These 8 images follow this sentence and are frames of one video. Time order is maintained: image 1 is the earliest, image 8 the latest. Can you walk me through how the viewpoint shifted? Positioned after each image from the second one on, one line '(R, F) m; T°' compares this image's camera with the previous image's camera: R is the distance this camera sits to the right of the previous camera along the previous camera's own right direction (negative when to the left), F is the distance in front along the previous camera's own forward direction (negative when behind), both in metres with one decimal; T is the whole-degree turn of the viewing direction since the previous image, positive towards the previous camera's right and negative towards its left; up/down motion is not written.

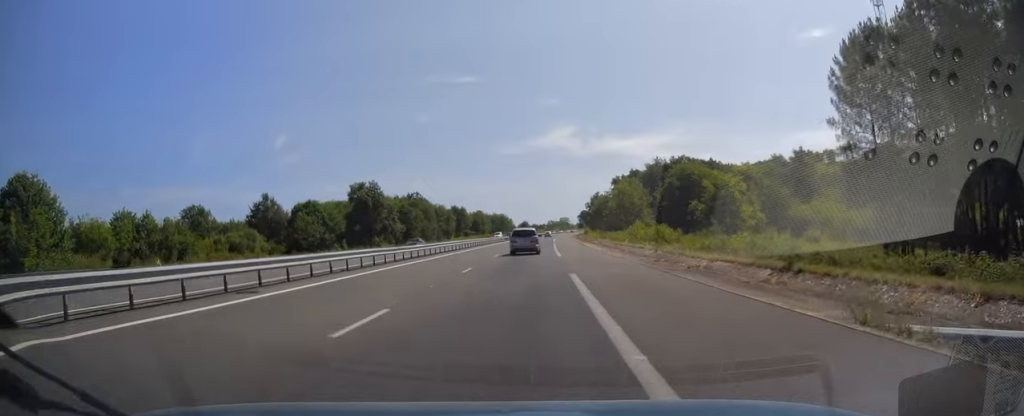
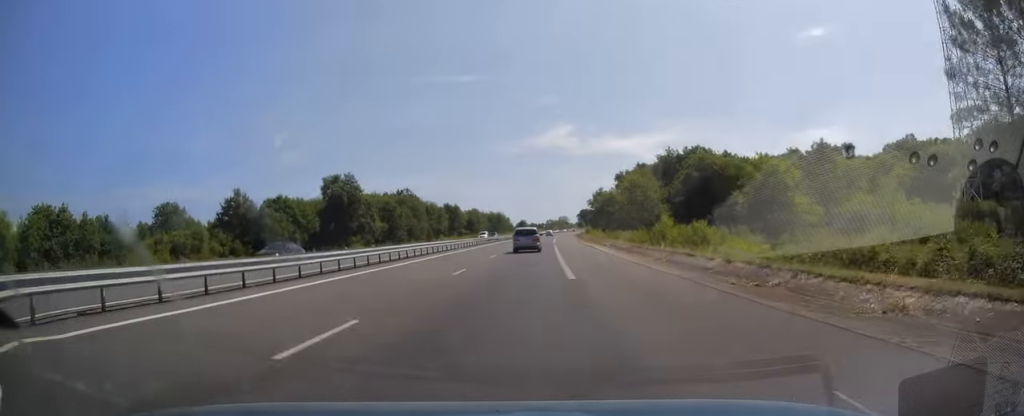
(0.0, +14.7) m; 0°
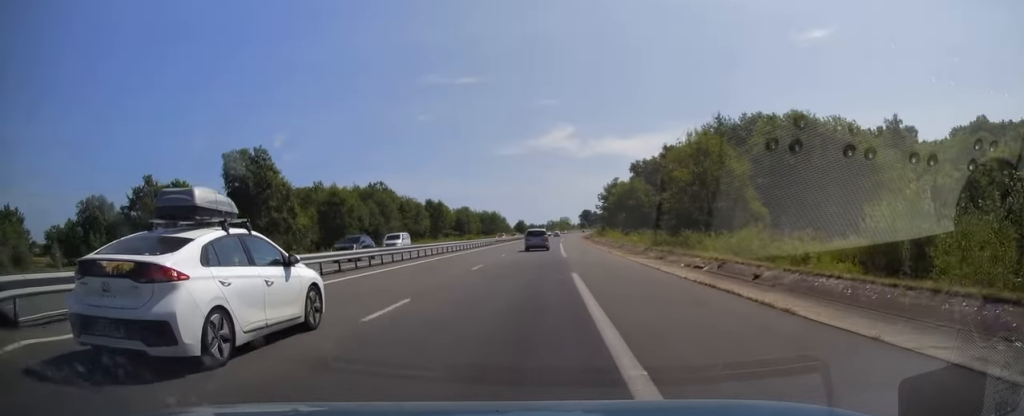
(-0.1, +36.4) m; 0°
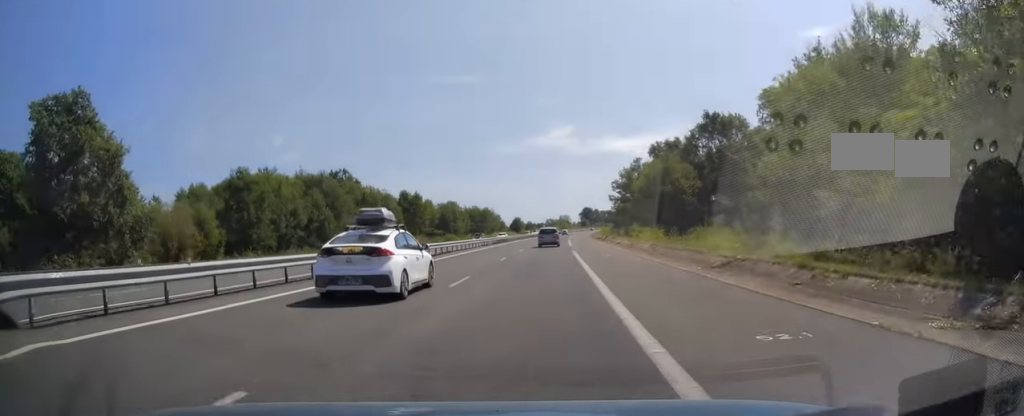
(0.0, +34.0) m; 0°
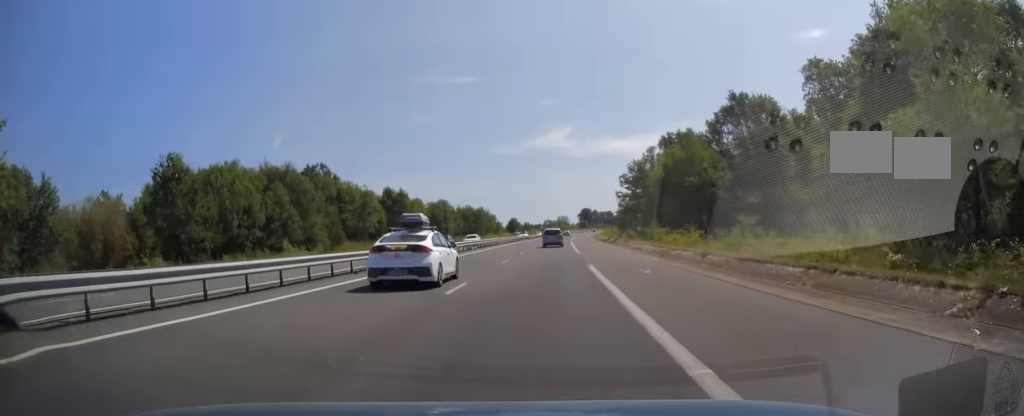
(0.0, +14.8) m; 0°
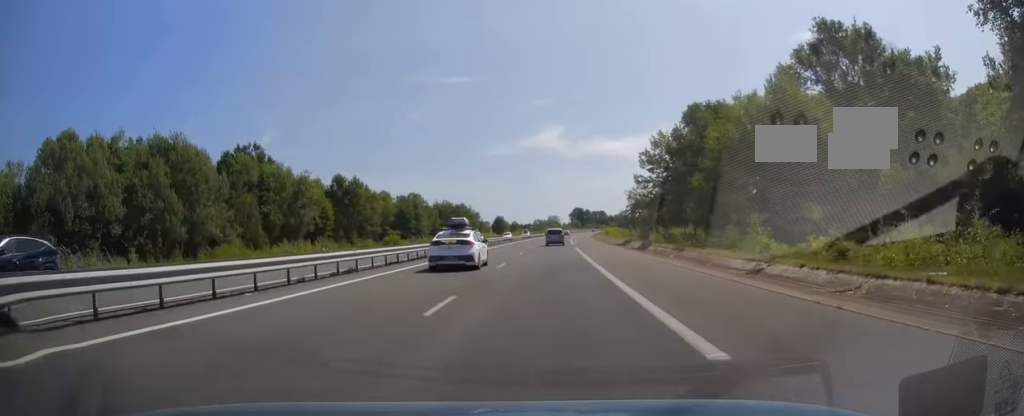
(0.0, +30.0) m; +1°
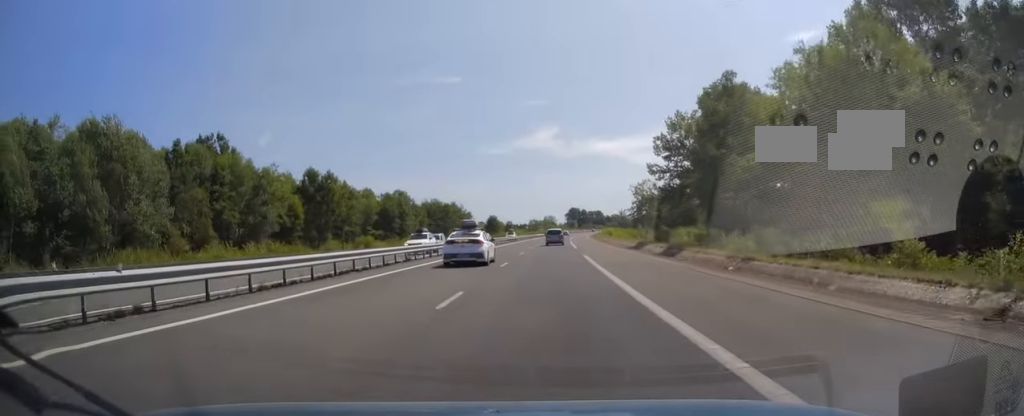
(+0.1, +12.3) m; +1°
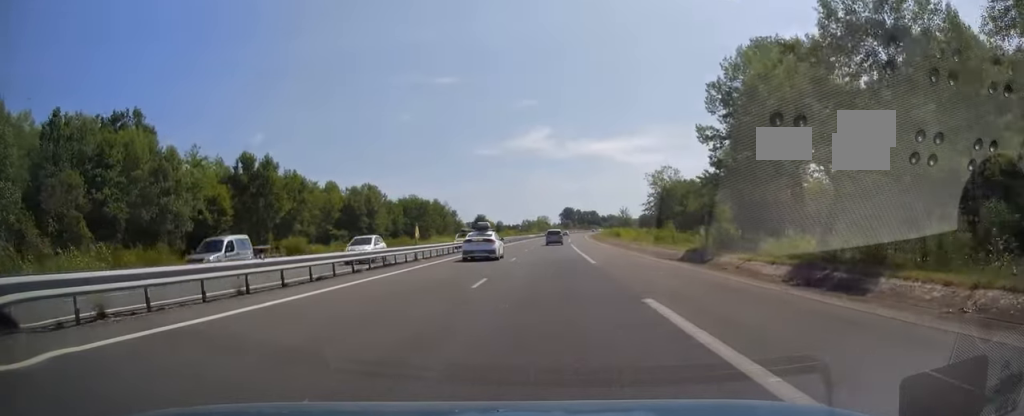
(+0.2, +22.1) m; +1°
